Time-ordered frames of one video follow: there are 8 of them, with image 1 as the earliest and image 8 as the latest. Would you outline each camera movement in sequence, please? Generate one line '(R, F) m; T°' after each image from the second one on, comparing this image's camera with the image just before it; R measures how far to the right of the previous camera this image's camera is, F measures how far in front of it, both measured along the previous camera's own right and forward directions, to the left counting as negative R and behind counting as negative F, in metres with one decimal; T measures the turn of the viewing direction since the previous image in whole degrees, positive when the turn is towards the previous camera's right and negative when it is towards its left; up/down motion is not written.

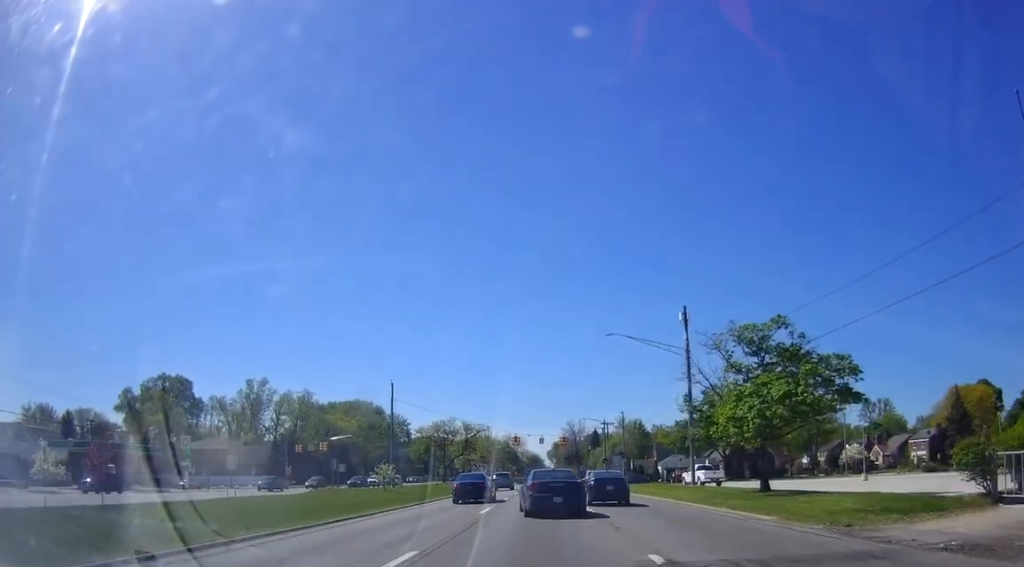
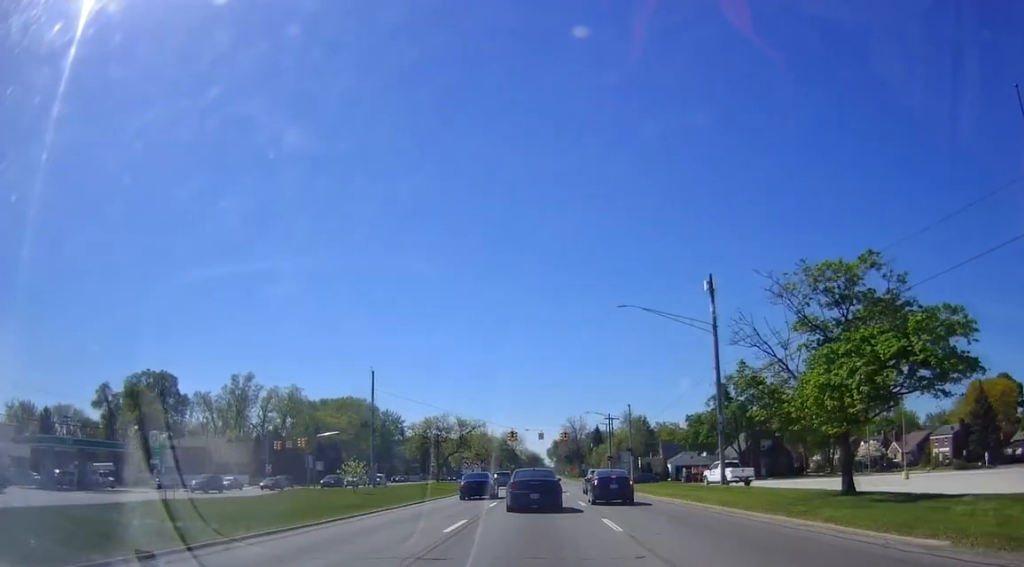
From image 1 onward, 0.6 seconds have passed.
(+0.3, +7.7) m; +1°
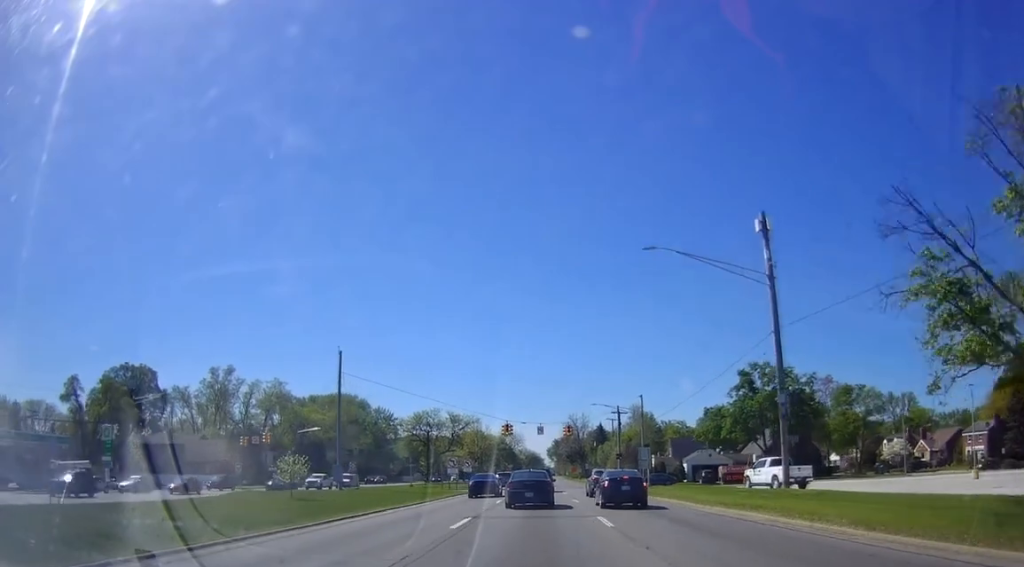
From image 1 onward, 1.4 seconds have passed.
(+0.3, +10.2) m; 0°
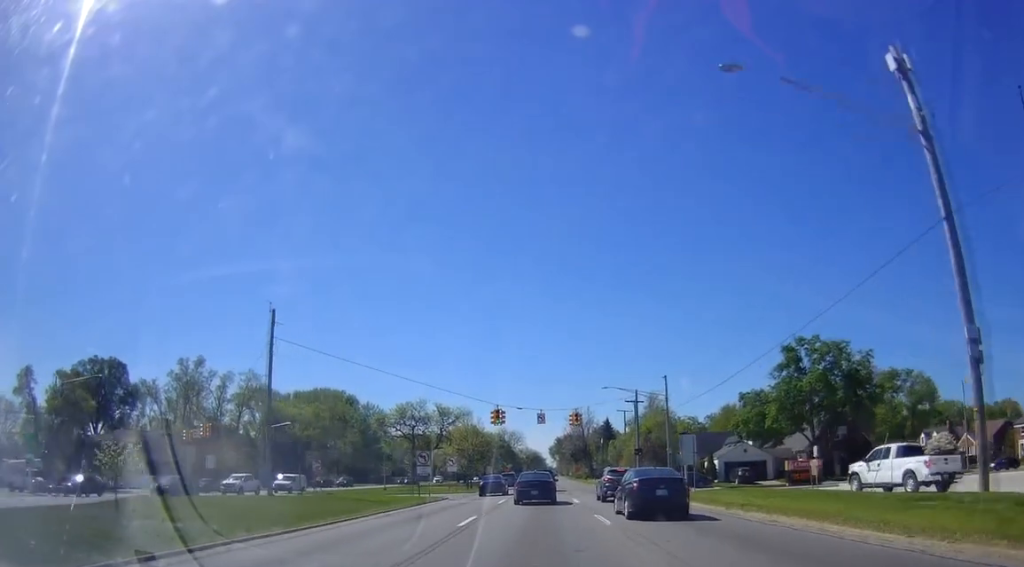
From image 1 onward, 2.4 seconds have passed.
(-0.4, +13.9) m; -2°
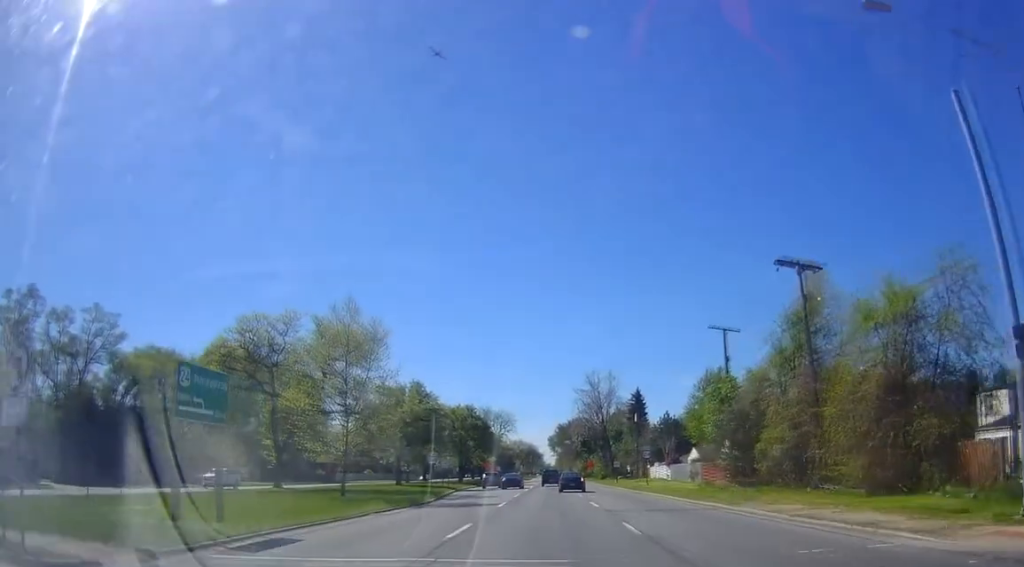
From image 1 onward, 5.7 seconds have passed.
(+0.7, +51.9) m; +2°
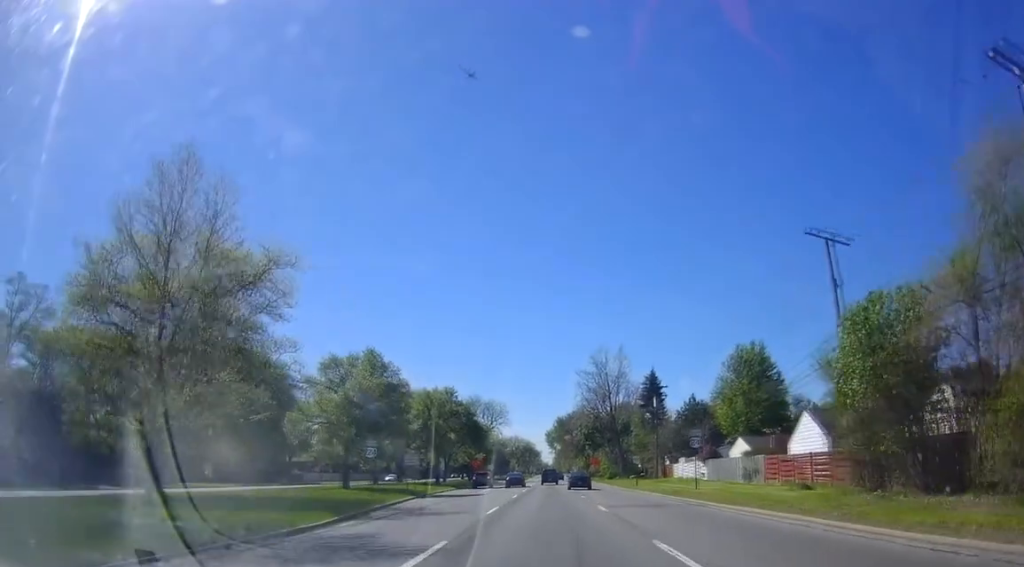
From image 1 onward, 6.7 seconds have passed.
(+0.4, +17.1) m; 0°
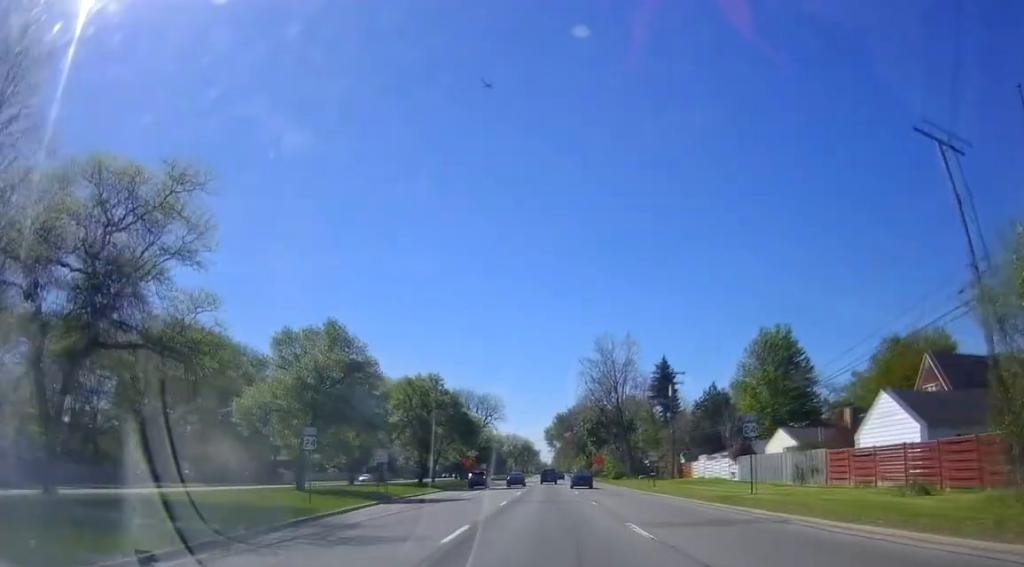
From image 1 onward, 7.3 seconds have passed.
(+0.1, +9.4) m; -1°
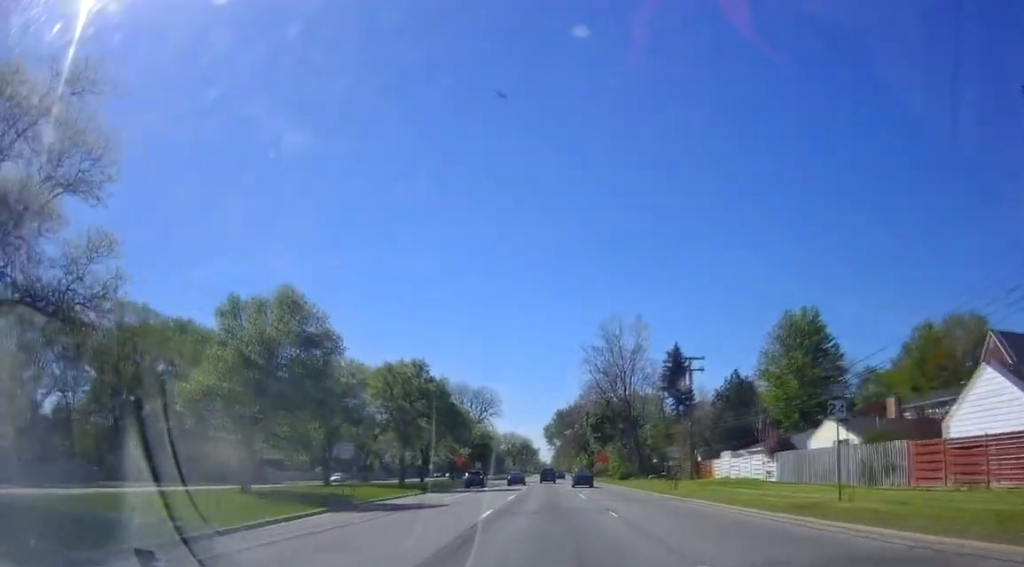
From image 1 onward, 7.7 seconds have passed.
(-0.3, +7.9) m; -1°
